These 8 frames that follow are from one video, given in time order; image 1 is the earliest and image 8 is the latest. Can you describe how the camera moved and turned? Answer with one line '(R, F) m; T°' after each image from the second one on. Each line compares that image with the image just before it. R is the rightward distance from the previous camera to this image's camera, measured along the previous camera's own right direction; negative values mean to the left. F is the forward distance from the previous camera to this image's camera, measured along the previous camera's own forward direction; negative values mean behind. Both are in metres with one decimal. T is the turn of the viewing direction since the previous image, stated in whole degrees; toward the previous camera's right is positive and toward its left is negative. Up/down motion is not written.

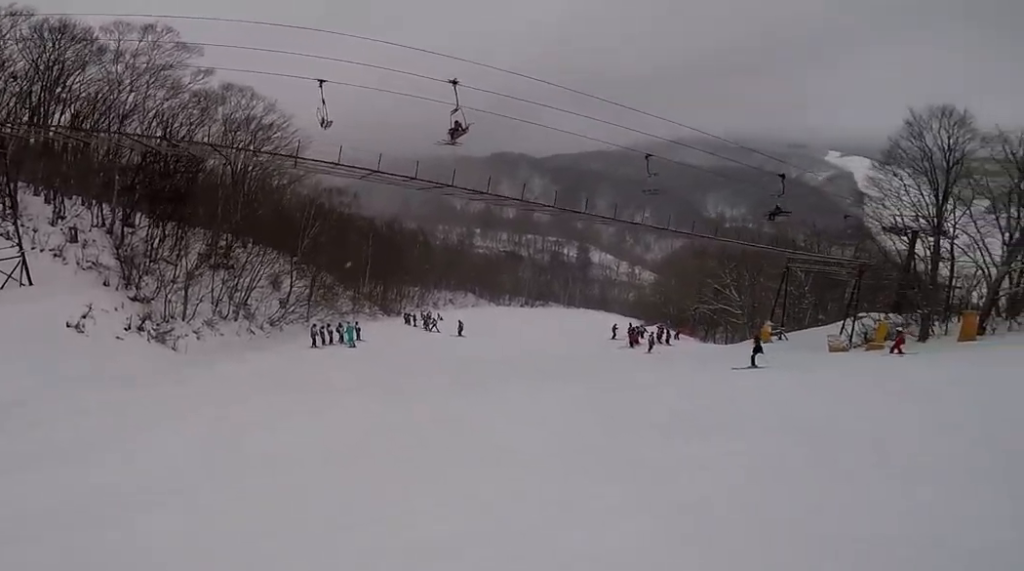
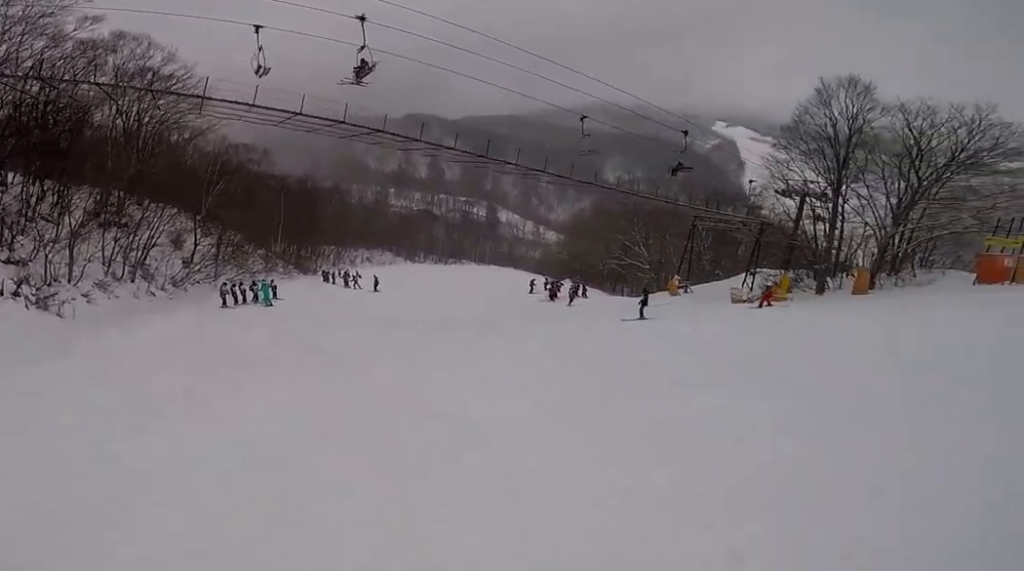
(+0.3, +1.4) m; +14°
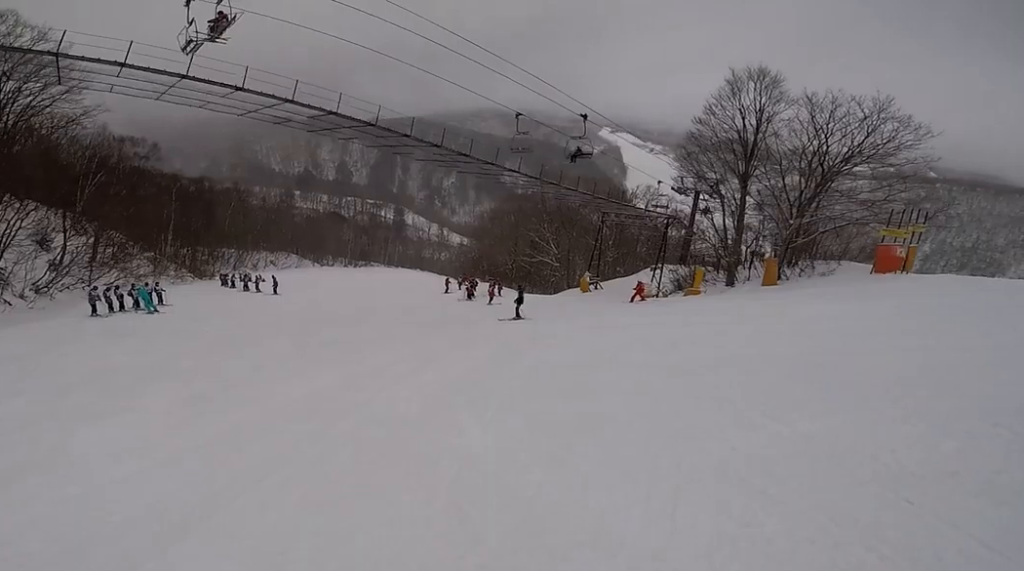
(+0.4, +2.2) m; +22°
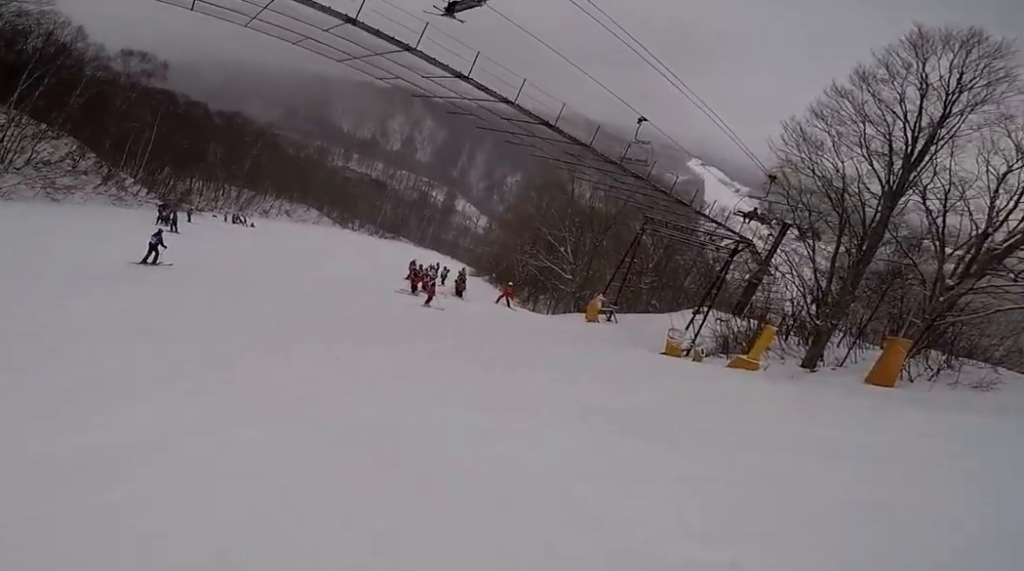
(+3.9, +11.5) m; -7°
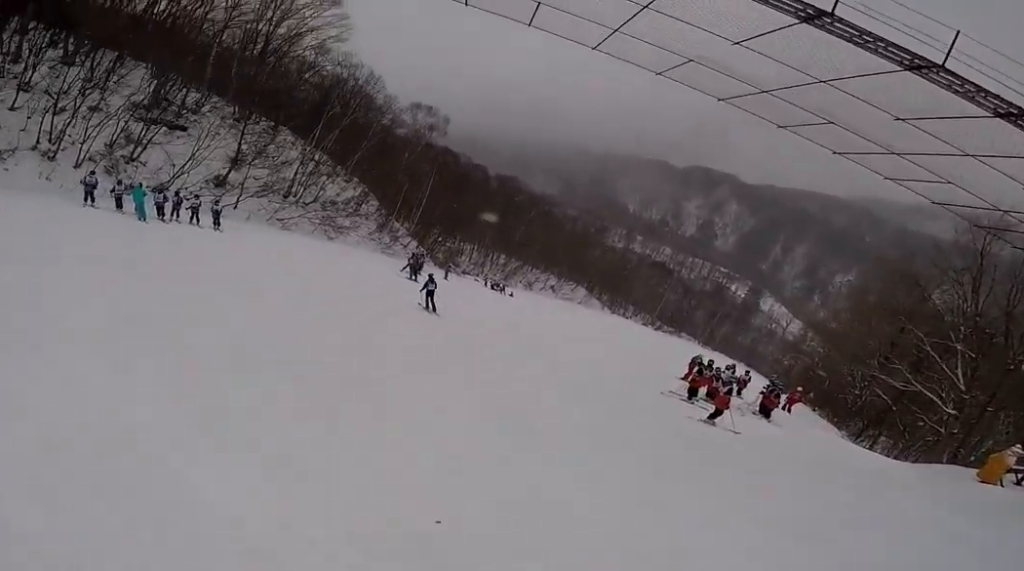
(-1.4, +4.6) m; -24°
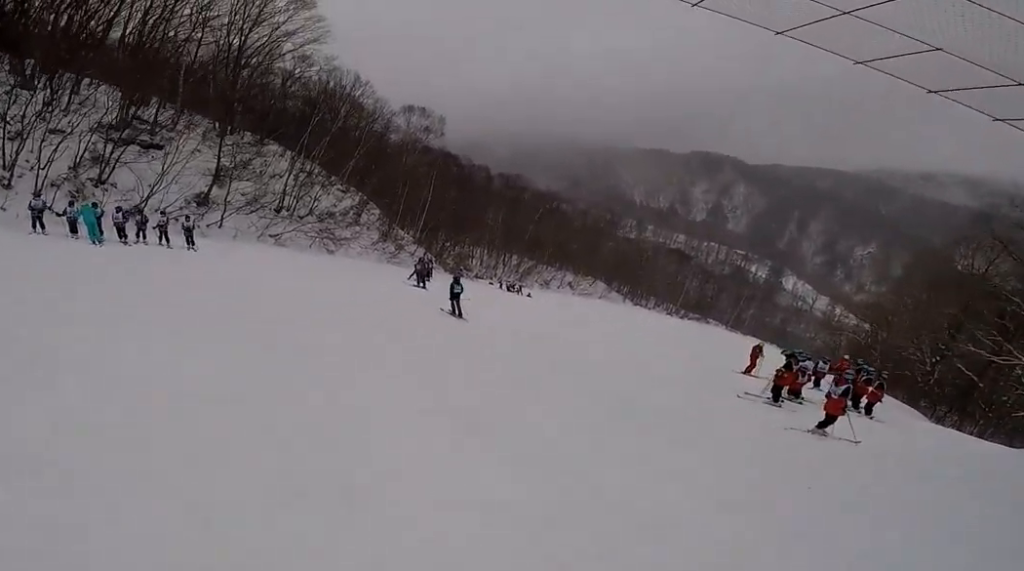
(-0.2, +2.7) m; -7°
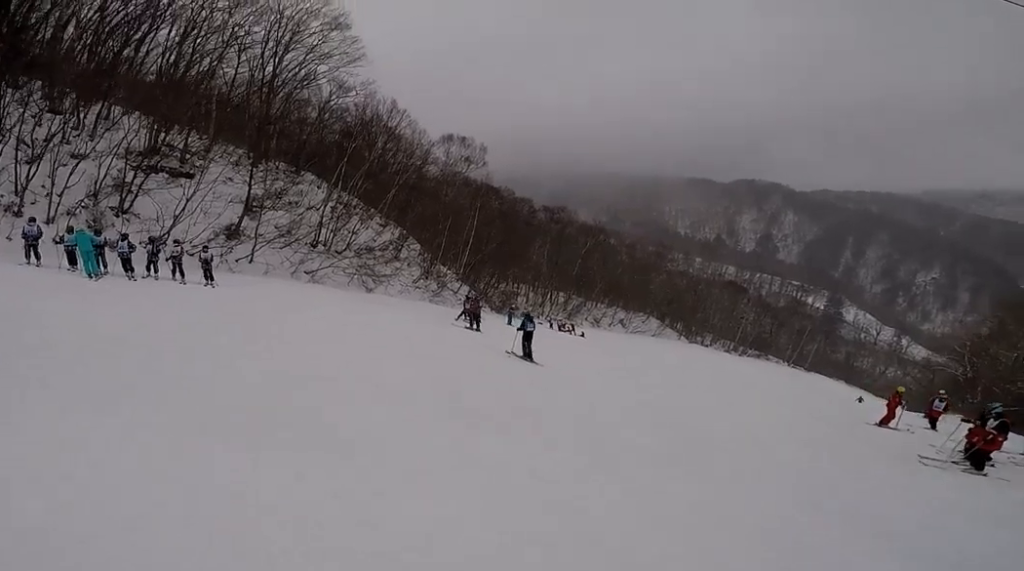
(-0.2, +3.1) m; -4°
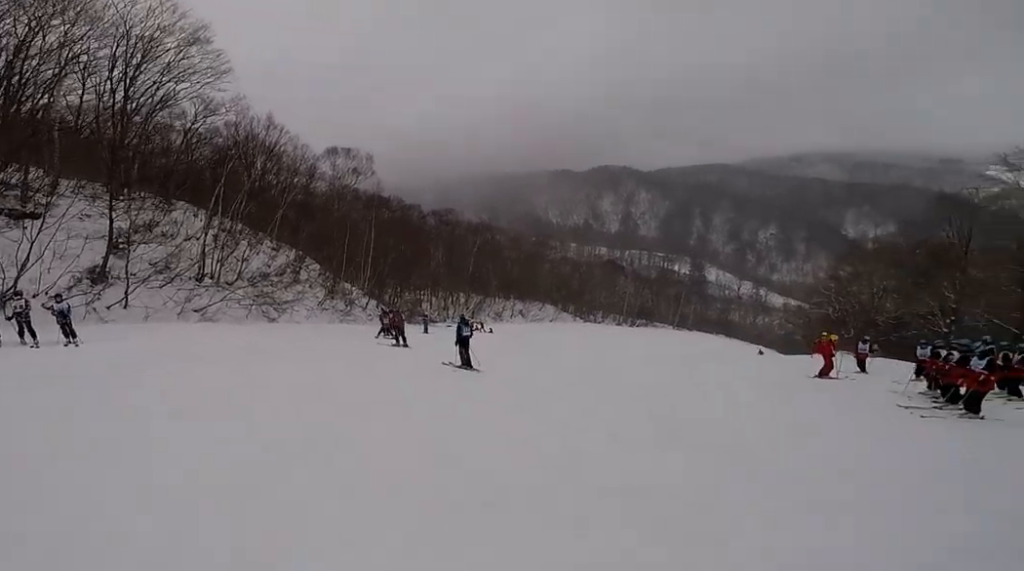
(-0.4, +2.3) m; +3°
